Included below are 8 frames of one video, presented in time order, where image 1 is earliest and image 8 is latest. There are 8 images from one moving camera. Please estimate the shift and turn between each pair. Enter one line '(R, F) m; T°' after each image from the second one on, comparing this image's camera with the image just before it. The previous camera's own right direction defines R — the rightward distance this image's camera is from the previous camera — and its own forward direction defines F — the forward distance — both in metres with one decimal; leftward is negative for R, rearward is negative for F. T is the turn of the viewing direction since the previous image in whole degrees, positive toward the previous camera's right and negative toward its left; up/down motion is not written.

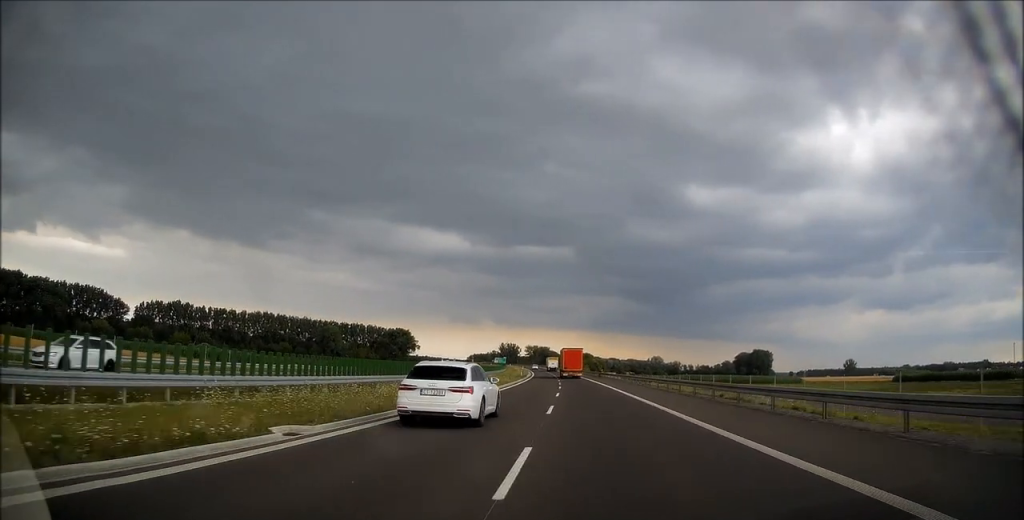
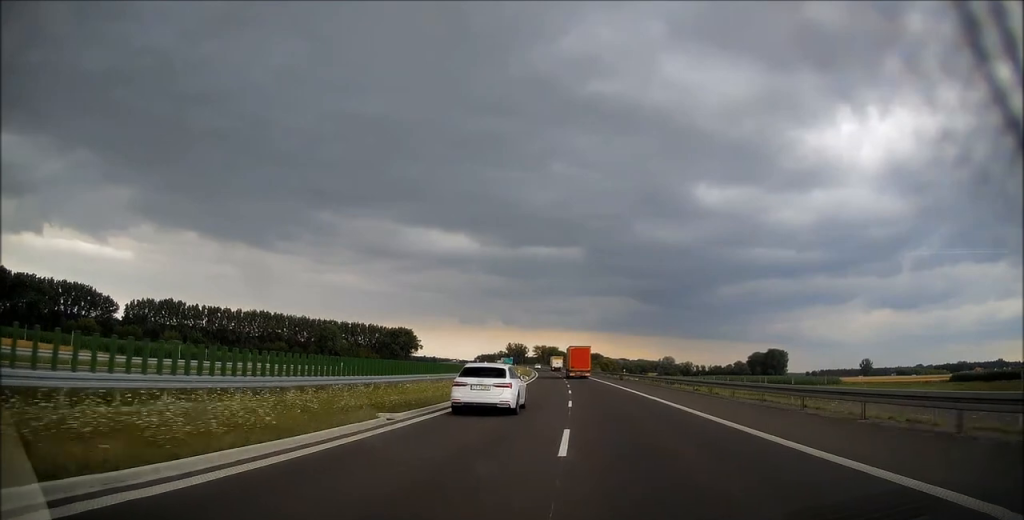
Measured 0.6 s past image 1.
(-0.2, +20.9) m; -1°
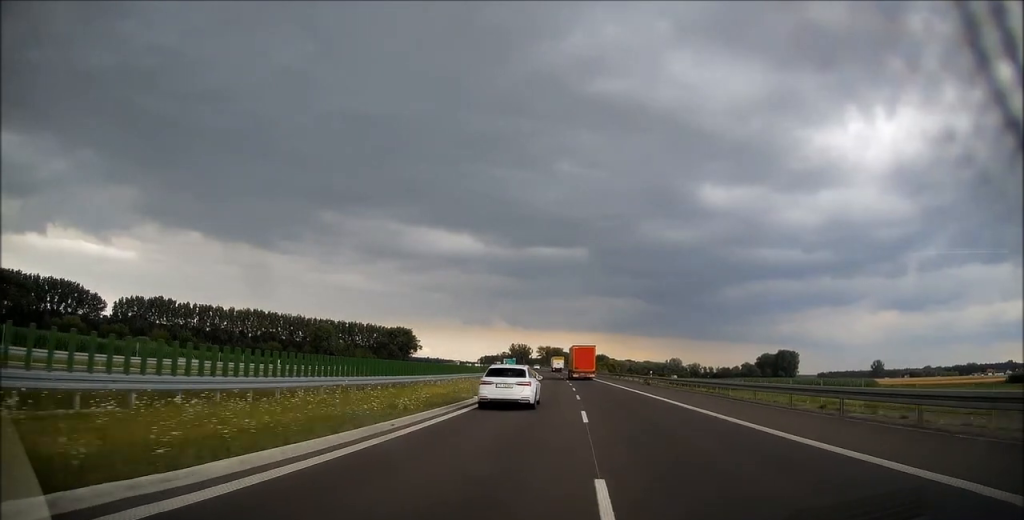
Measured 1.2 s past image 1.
(-0.1, +17.7) m; -1°
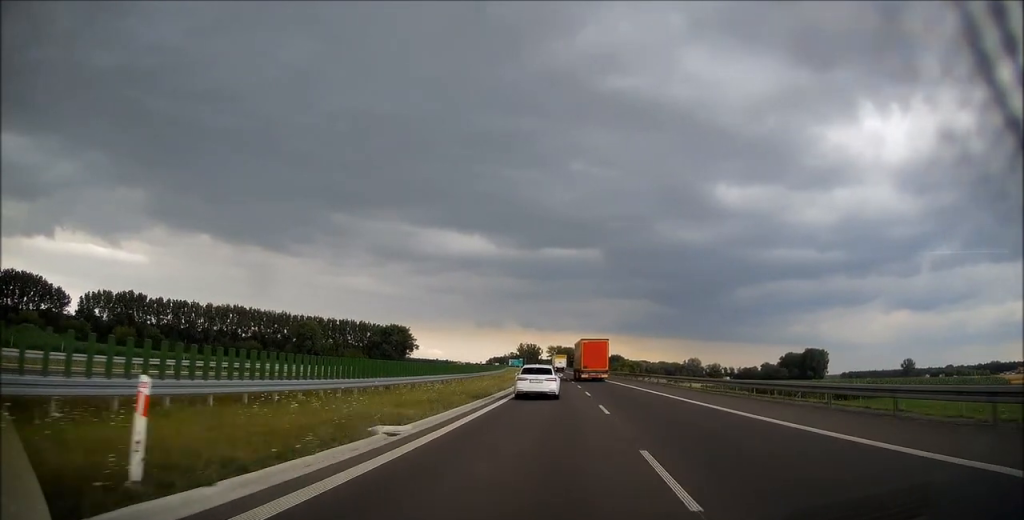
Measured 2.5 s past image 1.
(-0.6, +45.3) m; -1°
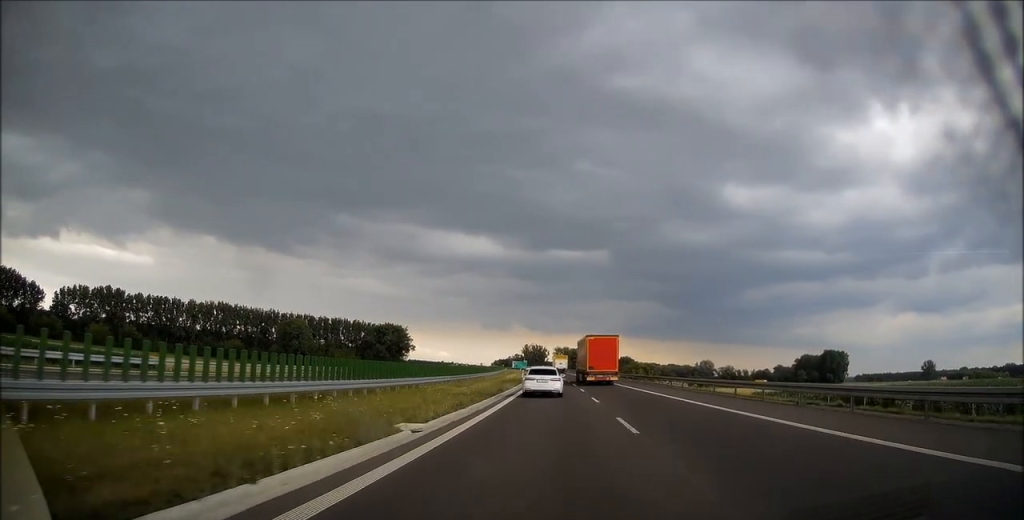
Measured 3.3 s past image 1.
(-0.1, +28.8) m; -1°
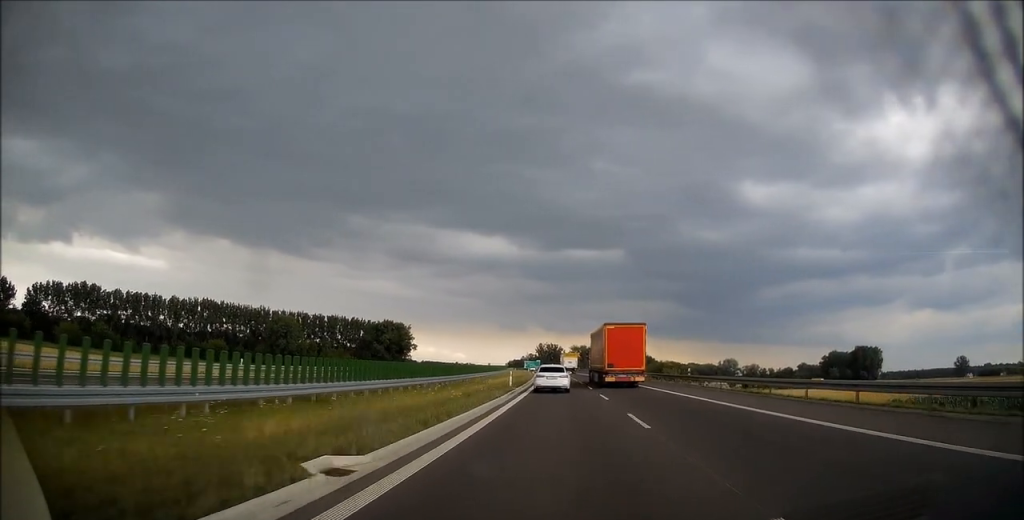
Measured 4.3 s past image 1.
(-0.3, +34.9) m; -1°
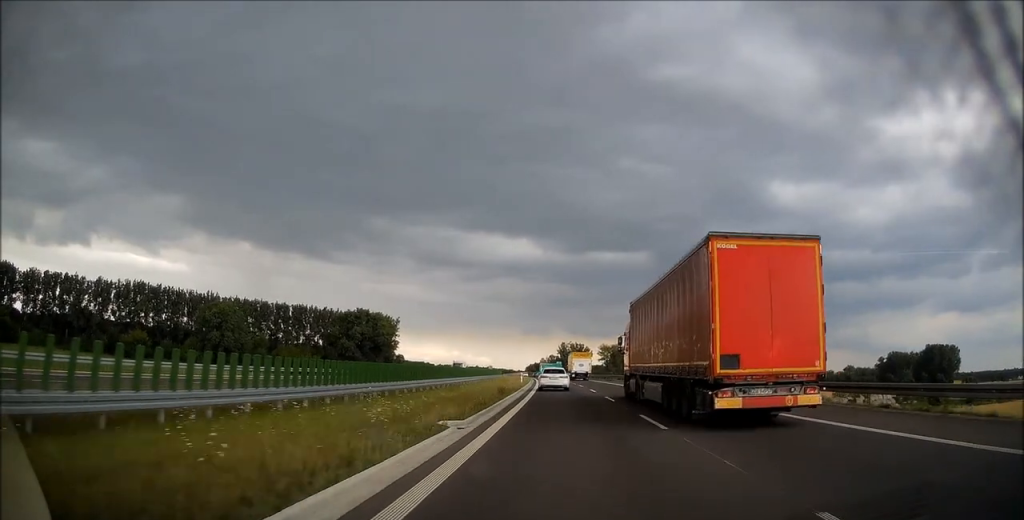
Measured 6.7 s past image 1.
(-1.8, +83.4) m; -3°
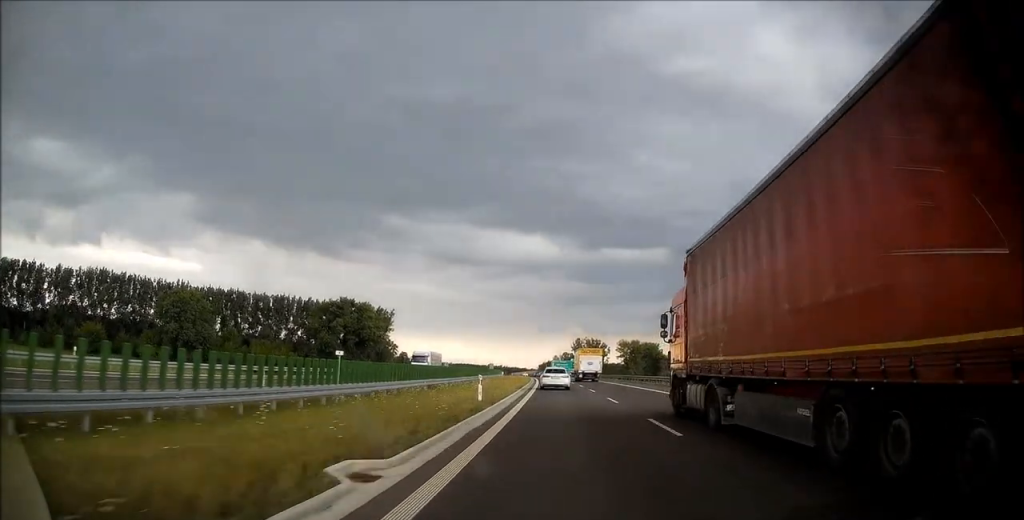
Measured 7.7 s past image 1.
(-0.4, +36.6) m; -1°
